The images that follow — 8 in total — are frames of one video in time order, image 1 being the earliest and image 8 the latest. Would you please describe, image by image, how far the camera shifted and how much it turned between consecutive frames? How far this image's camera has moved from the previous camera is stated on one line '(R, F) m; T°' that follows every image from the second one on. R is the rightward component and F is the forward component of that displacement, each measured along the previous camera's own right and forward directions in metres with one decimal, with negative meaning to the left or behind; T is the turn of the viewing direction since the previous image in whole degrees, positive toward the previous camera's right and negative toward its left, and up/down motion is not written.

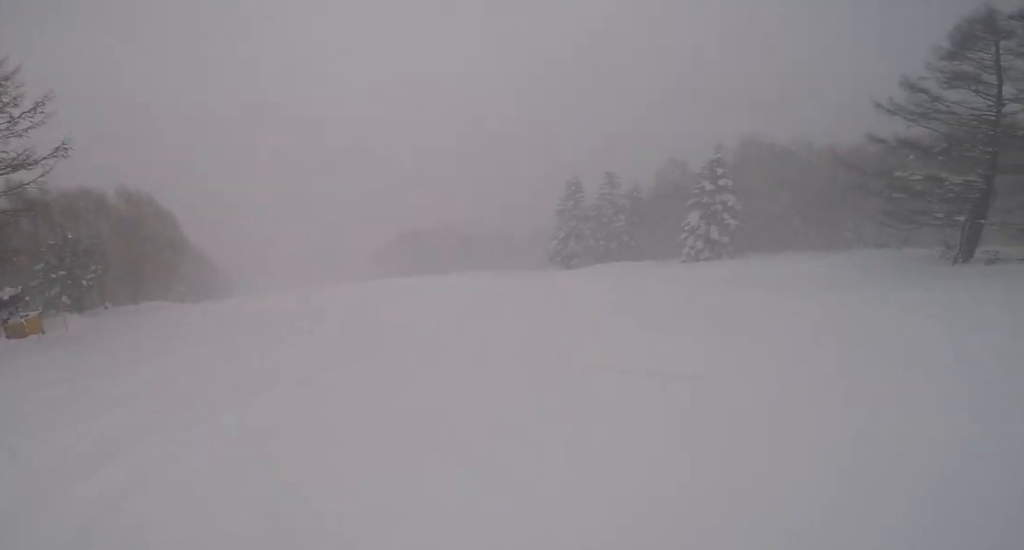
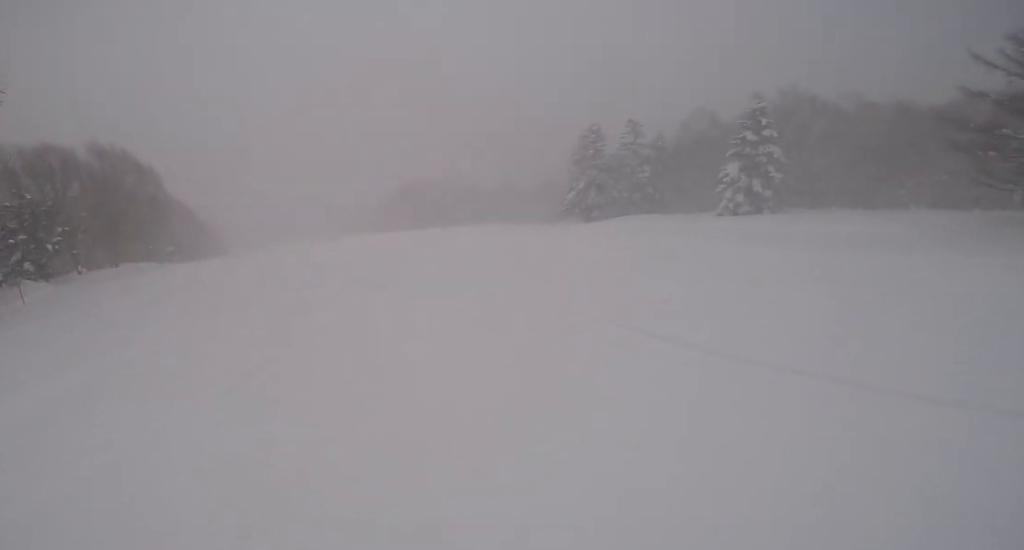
(+0.6, +3.7) m; -1°
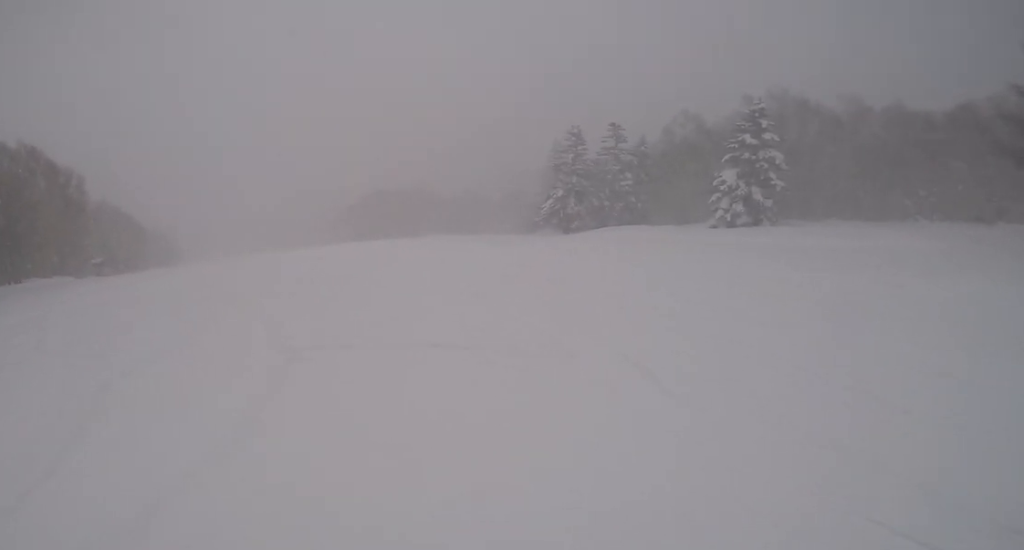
(-0.1, +4.9) m; -5°
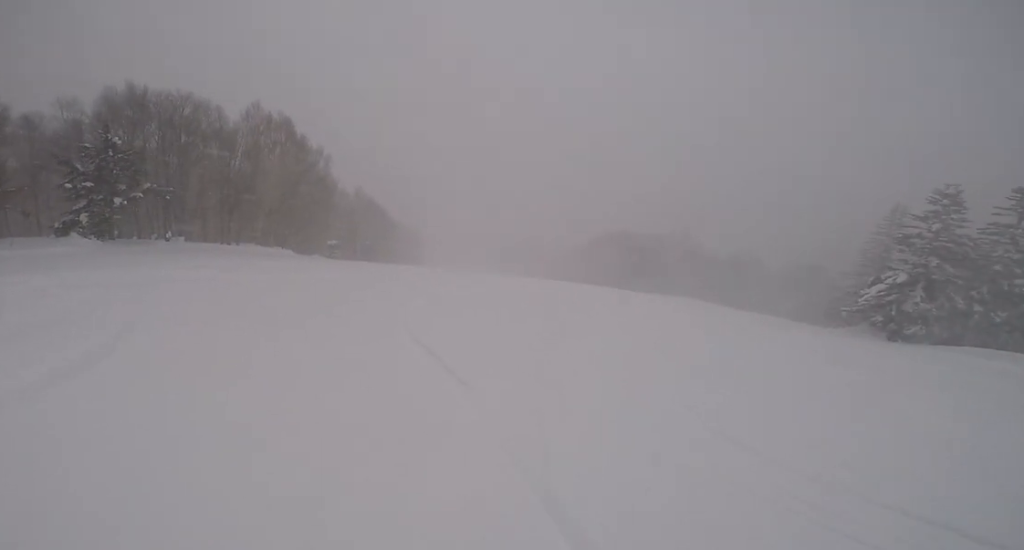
(-0.8, +7.6) m; -10°
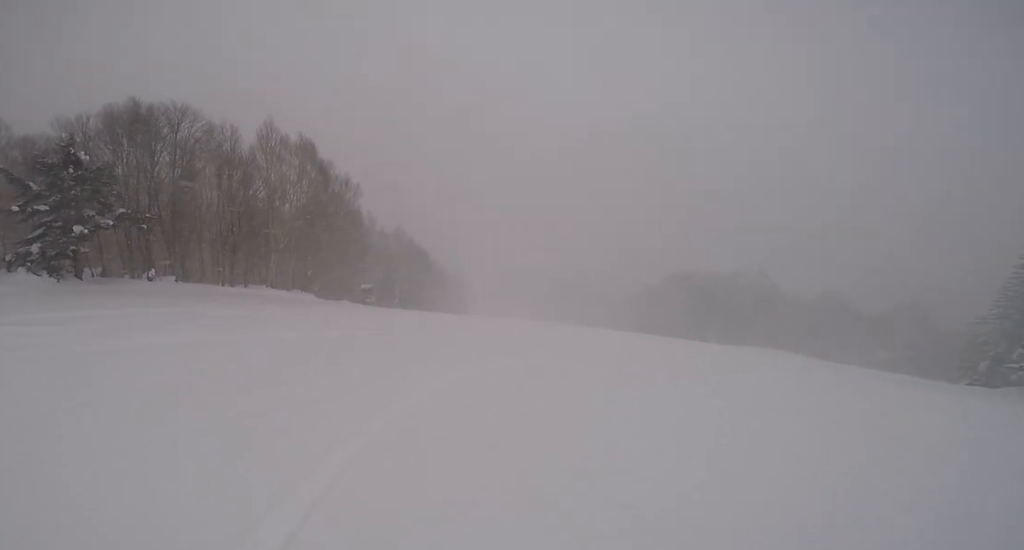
(-0.5, +6.7) m; -5°
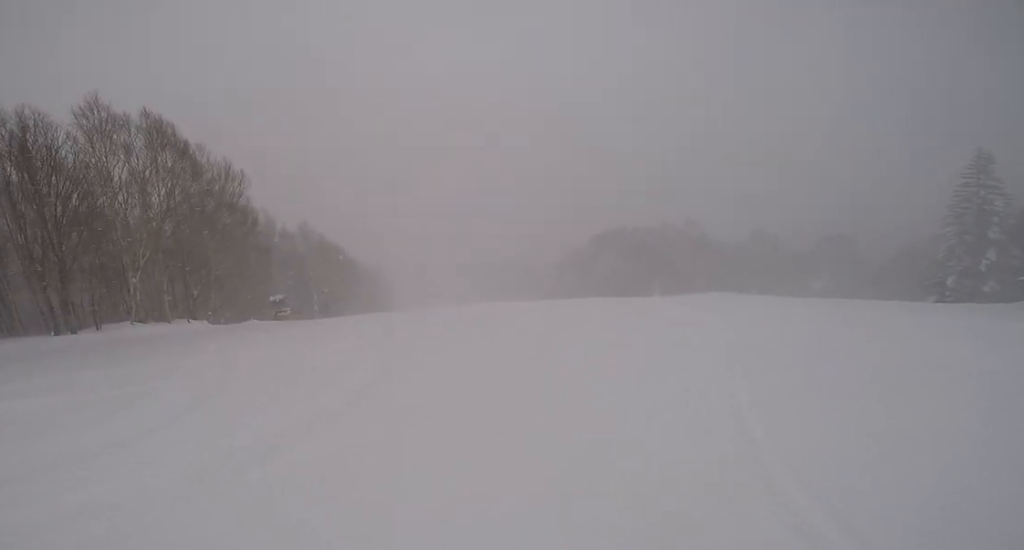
(0.0, +7.5) m; +5°
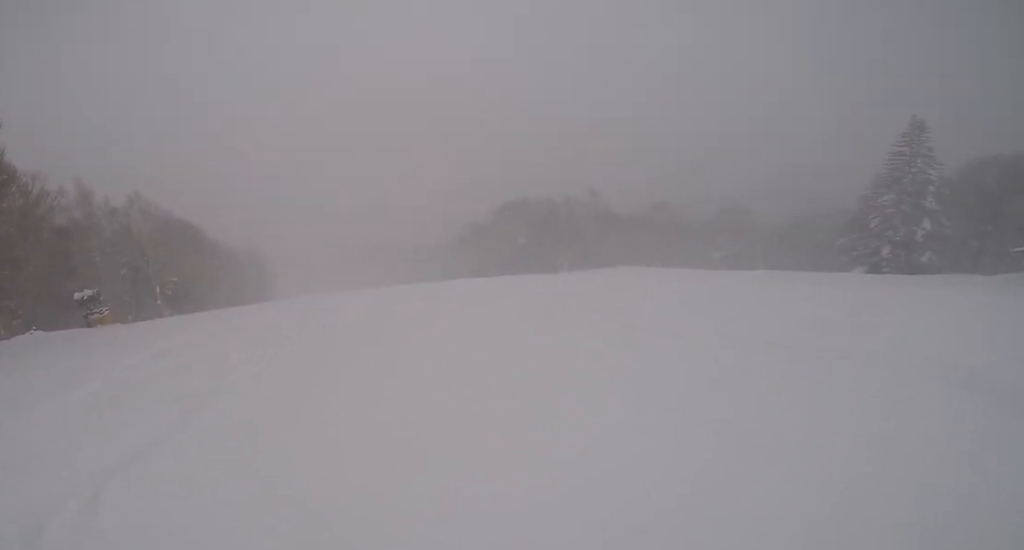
(+0.6, +8.7) m; +5°
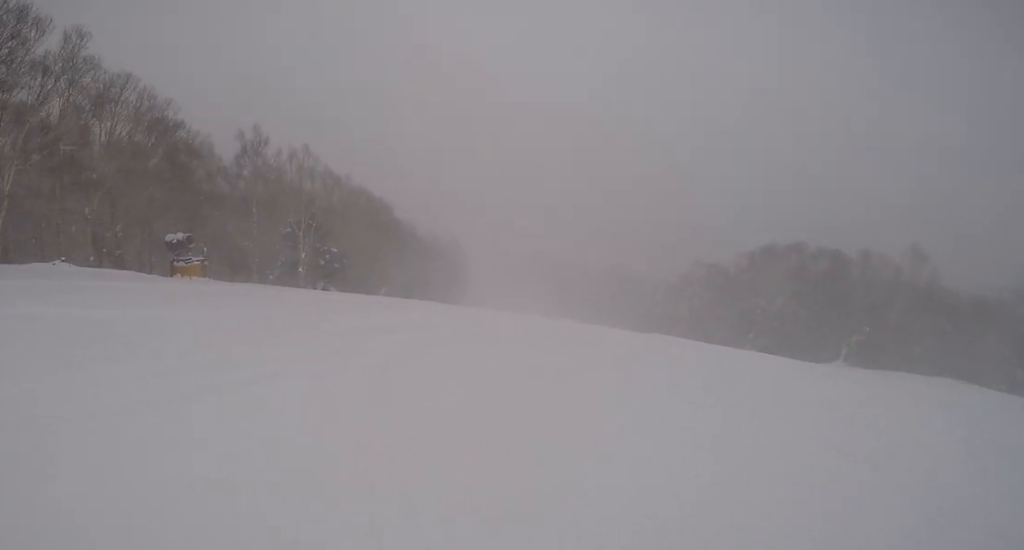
(-0.1, +11.0) m; -8°
